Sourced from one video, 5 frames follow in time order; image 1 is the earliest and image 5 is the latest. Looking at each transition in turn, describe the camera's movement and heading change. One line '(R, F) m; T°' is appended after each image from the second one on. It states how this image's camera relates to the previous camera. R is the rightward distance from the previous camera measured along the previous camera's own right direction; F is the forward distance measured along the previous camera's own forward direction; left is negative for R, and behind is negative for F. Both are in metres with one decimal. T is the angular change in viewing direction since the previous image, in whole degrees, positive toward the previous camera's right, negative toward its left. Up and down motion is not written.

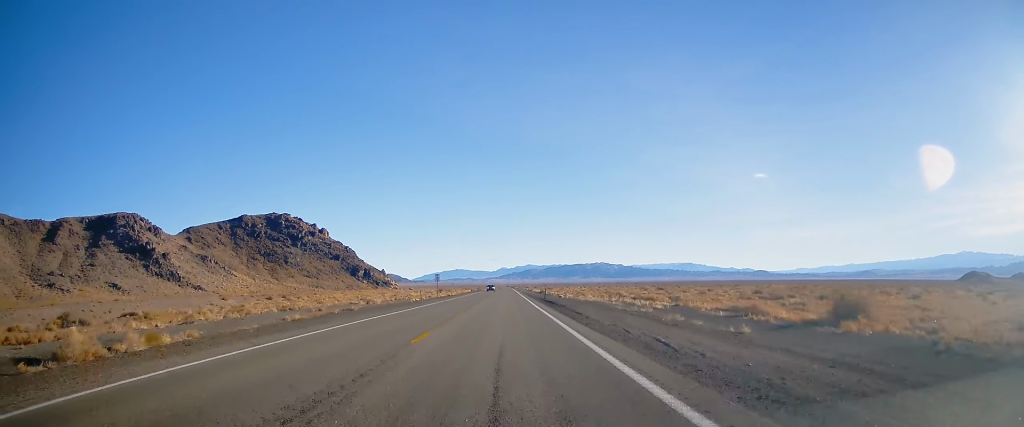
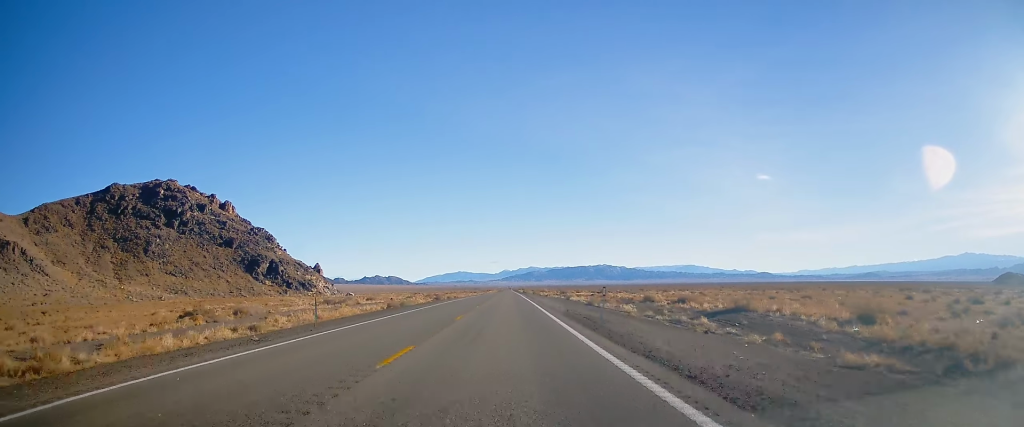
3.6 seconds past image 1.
(-0.7, +124.5) m; -1°
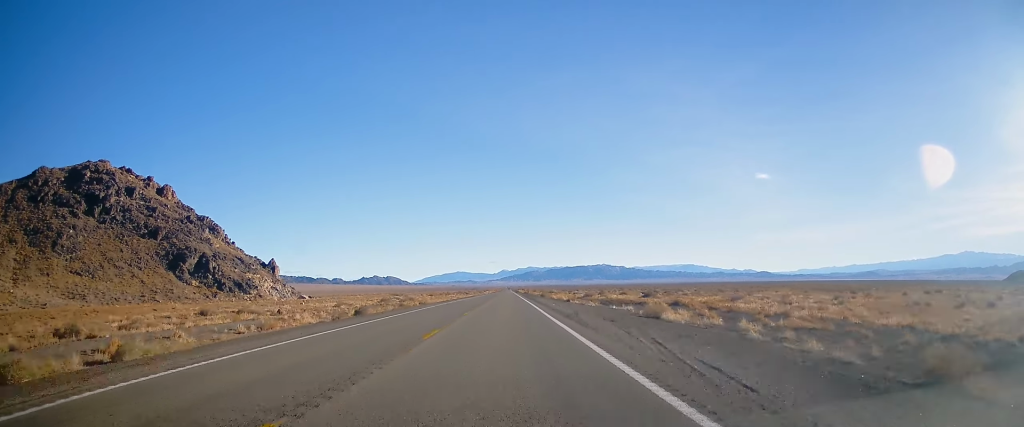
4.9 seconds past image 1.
(+0.3, +43.4) m; +1°
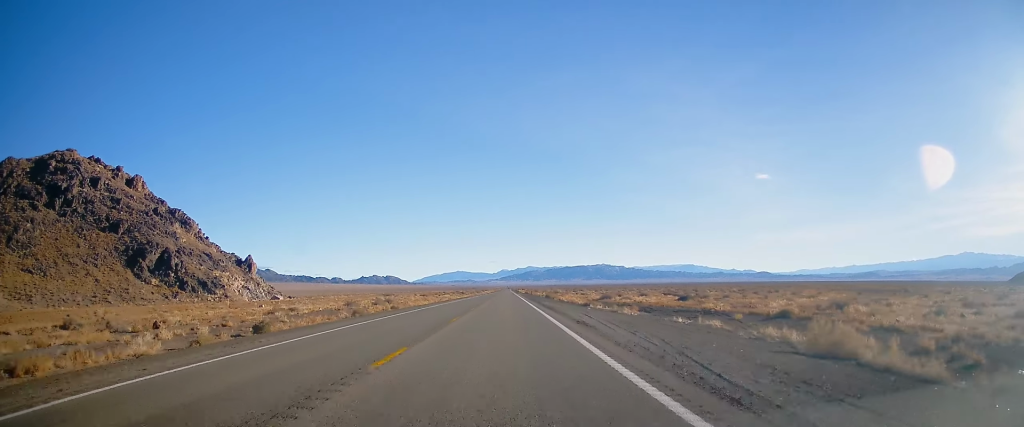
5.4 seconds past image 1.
(+0.2, +17.2) m; 0°
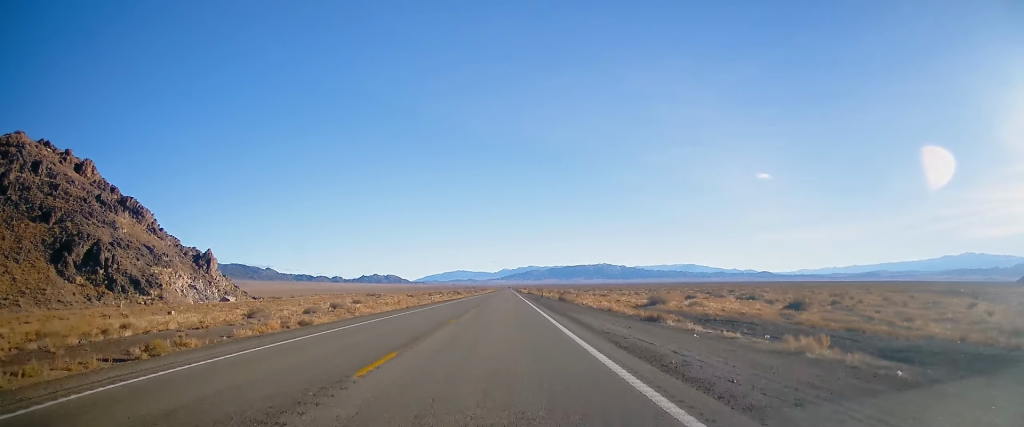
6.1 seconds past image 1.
(-0.3, +25.2) m; 0°
